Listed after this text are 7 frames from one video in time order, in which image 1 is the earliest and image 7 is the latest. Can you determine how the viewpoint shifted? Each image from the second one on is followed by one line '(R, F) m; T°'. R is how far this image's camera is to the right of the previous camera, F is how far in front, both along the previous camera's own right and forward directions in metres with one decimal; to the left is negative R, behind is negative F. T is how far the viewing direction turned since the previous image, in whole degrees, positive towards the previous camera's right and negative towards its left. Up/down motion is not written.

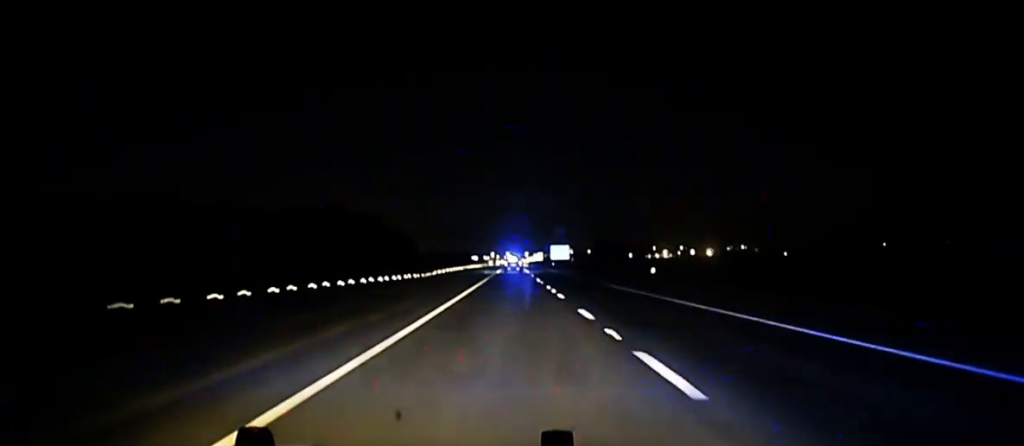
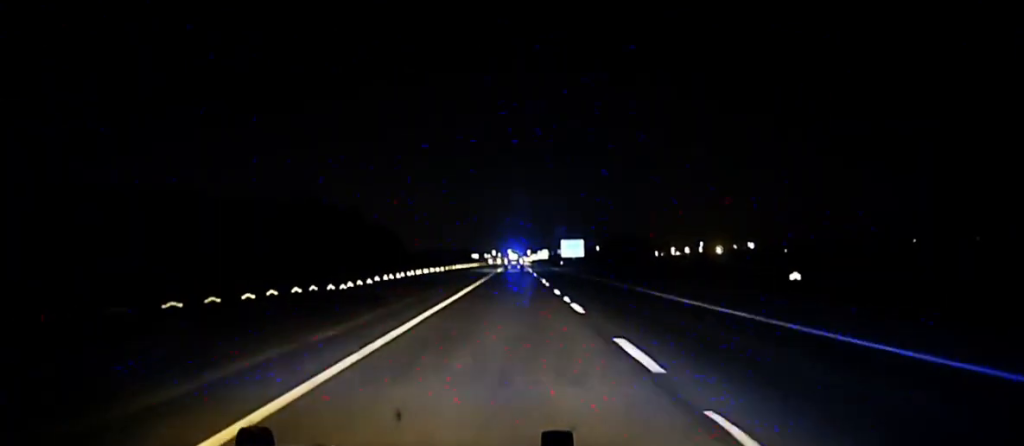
(+0.2, +57.4) m; 0°
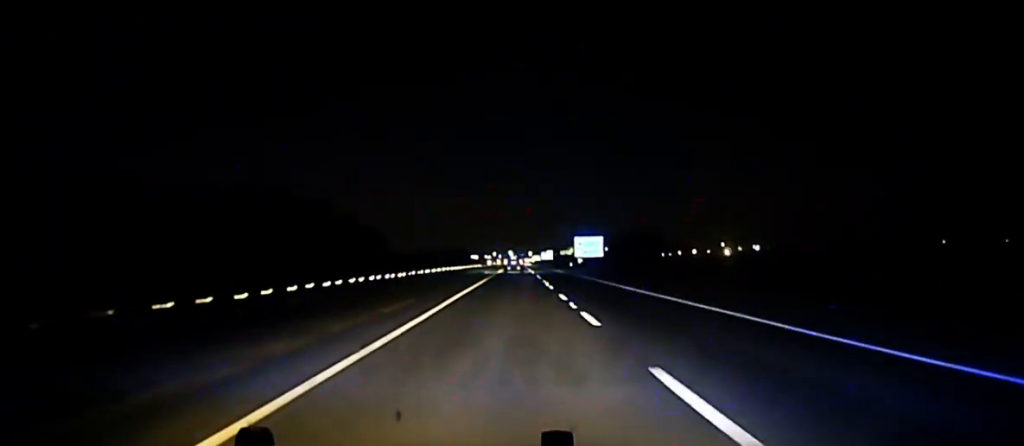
(-0.2, +52.0) m; 0°
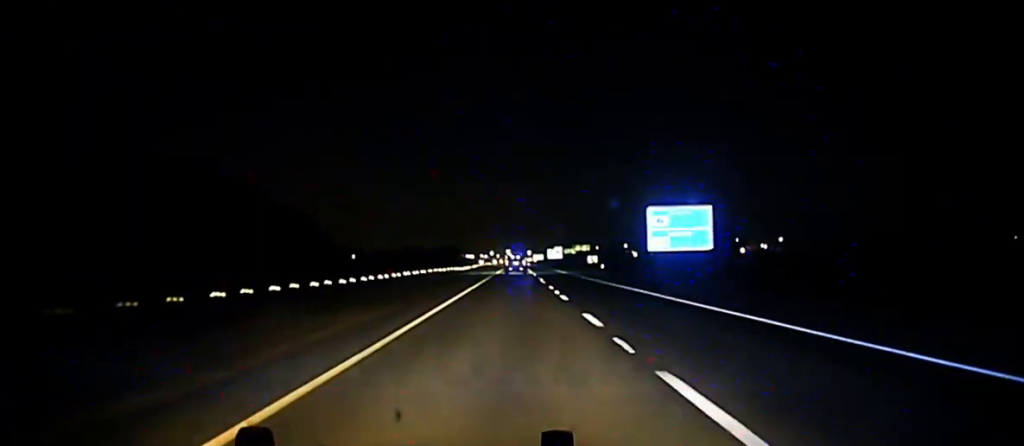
(+0.4, +108.4) m; 0°
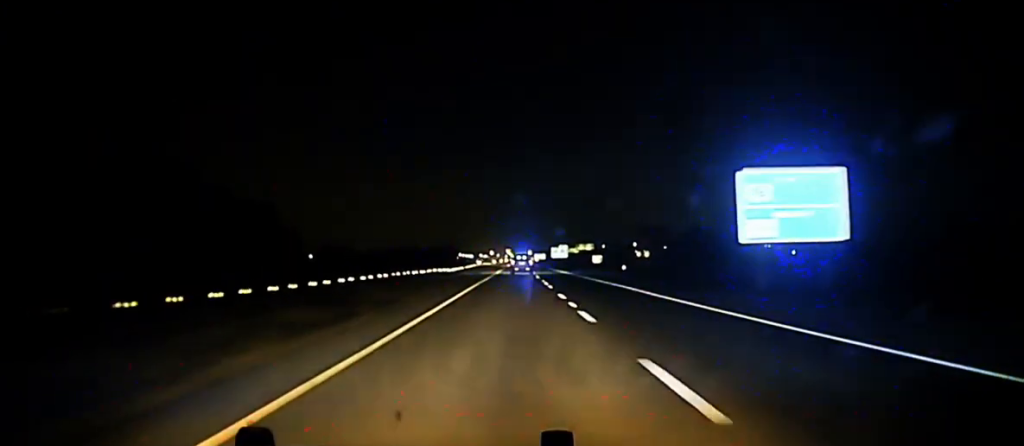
(+0.3, +35.0) m; 0°
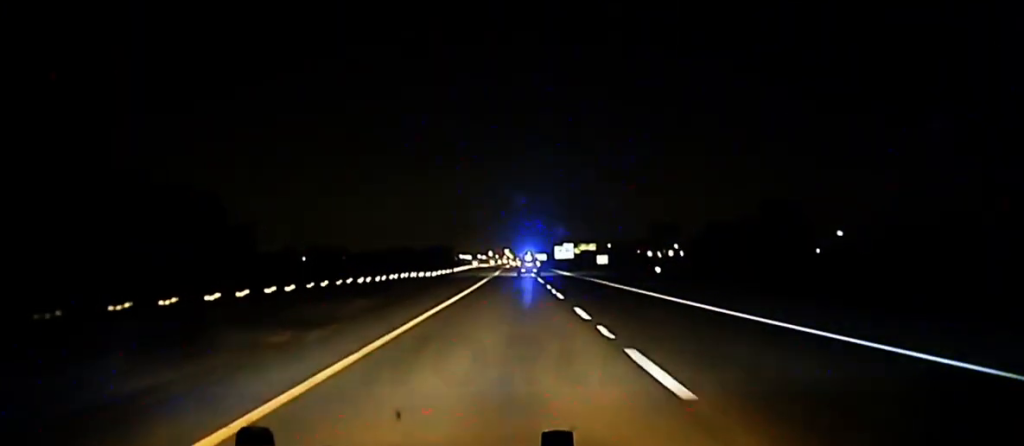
(-0.4, +35.2) m; 0°
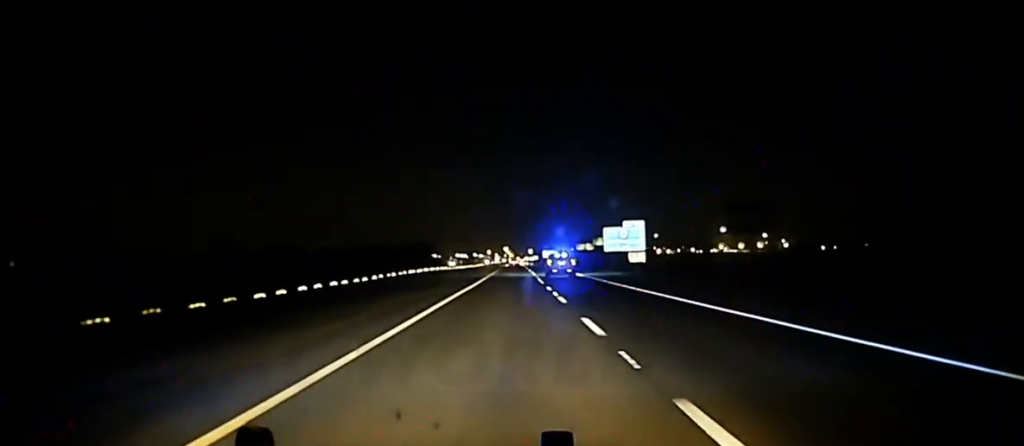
(+0.8, +153.4) m; 0°
